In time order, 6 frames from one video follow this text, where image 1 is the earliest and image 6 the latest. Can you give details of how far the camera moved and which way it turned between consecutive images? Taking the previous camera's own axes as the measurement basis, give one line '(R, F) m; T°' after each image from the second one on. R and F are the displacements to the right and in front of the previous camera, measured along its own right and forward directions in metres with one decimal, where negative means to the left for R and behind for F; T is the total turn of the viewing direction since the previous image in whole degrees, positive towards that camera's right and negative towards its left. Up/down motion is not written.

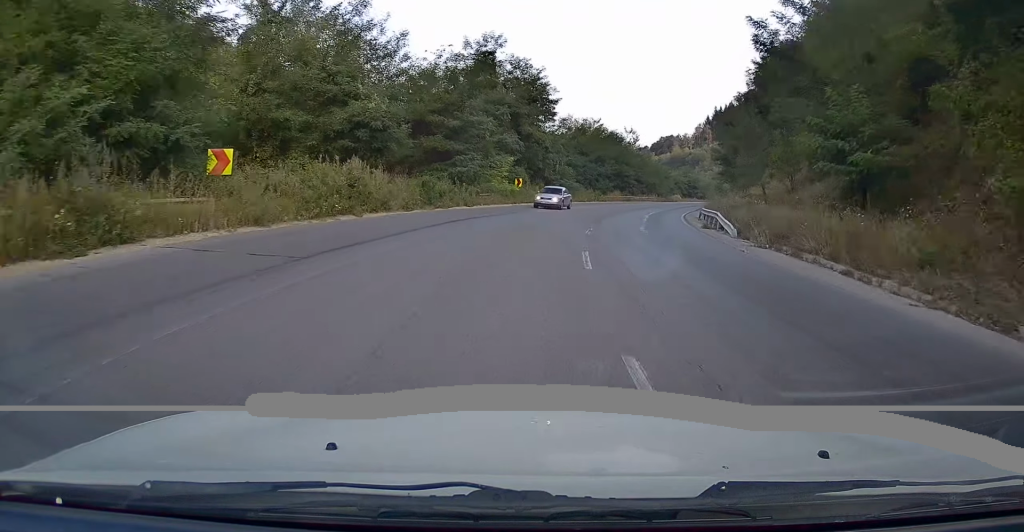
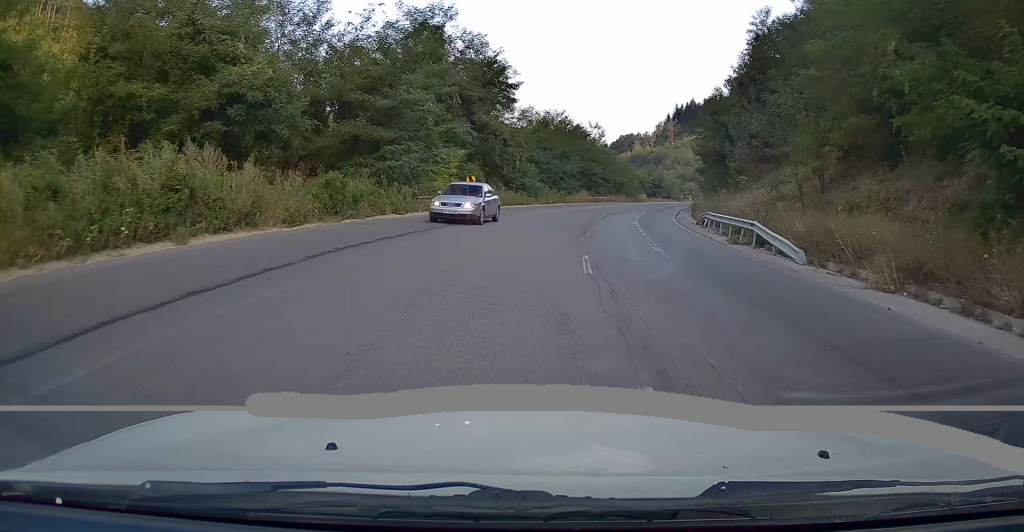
(0.0, +9.6) m; +3°
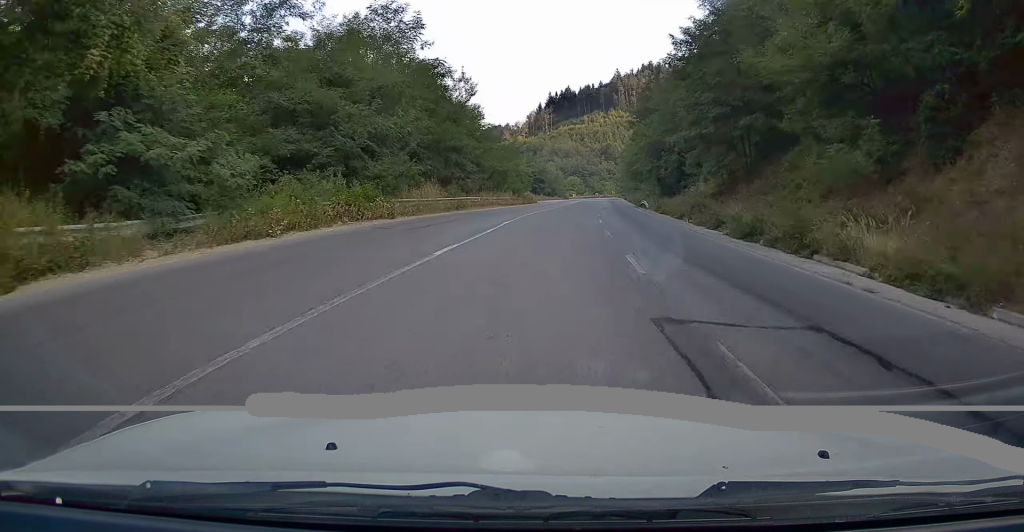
(+6.0, +43.8) m; +14°
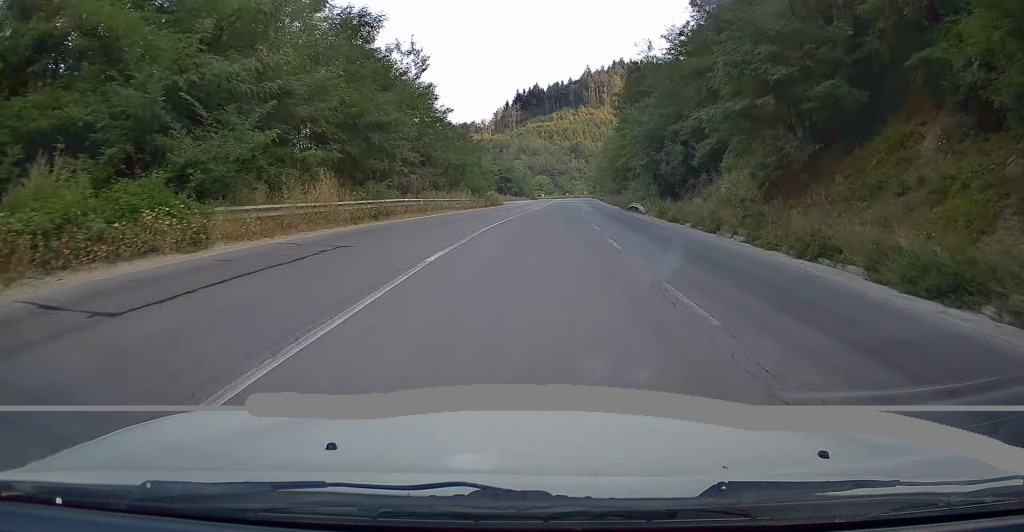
(+0.4, +13.0) m; +3°
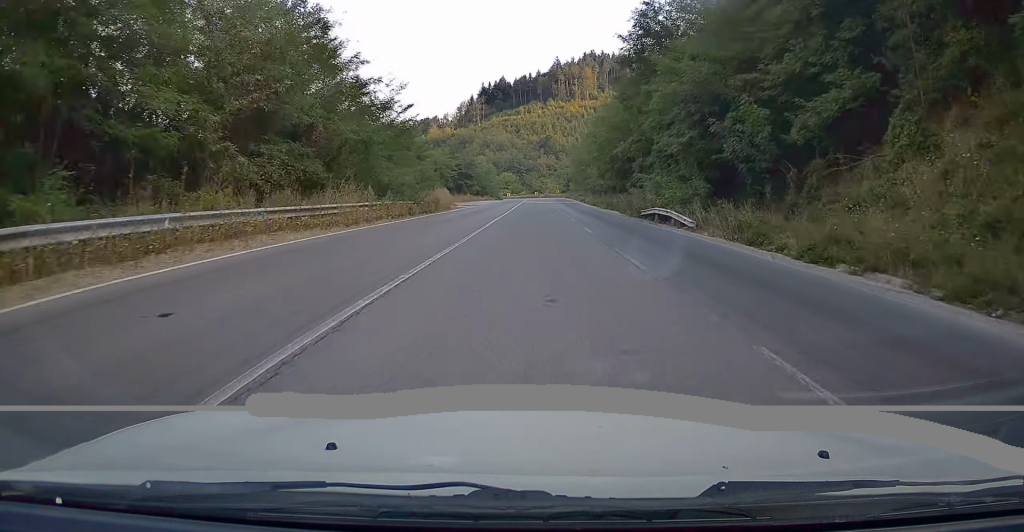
(+1.0, +21.6) m; +5°
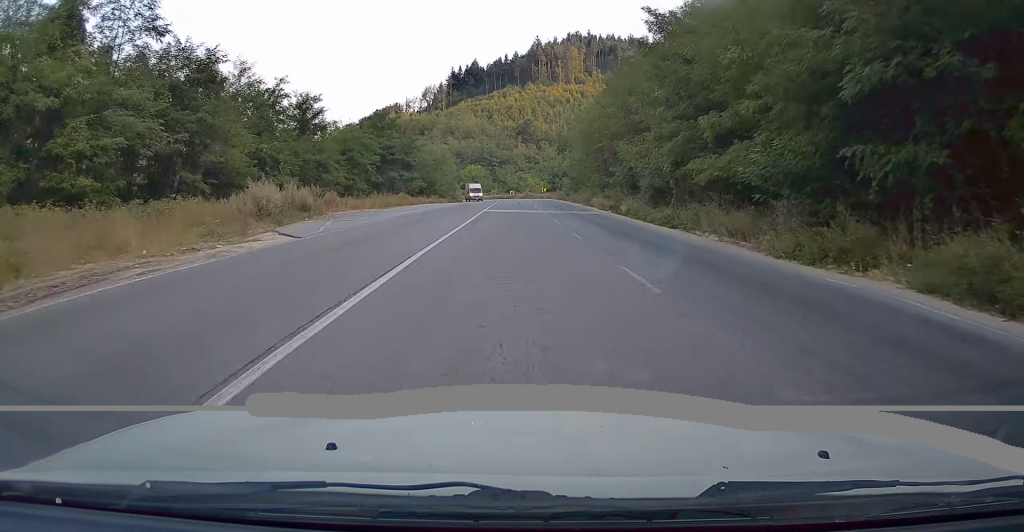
(+3.2, +47.1) m; +6°
